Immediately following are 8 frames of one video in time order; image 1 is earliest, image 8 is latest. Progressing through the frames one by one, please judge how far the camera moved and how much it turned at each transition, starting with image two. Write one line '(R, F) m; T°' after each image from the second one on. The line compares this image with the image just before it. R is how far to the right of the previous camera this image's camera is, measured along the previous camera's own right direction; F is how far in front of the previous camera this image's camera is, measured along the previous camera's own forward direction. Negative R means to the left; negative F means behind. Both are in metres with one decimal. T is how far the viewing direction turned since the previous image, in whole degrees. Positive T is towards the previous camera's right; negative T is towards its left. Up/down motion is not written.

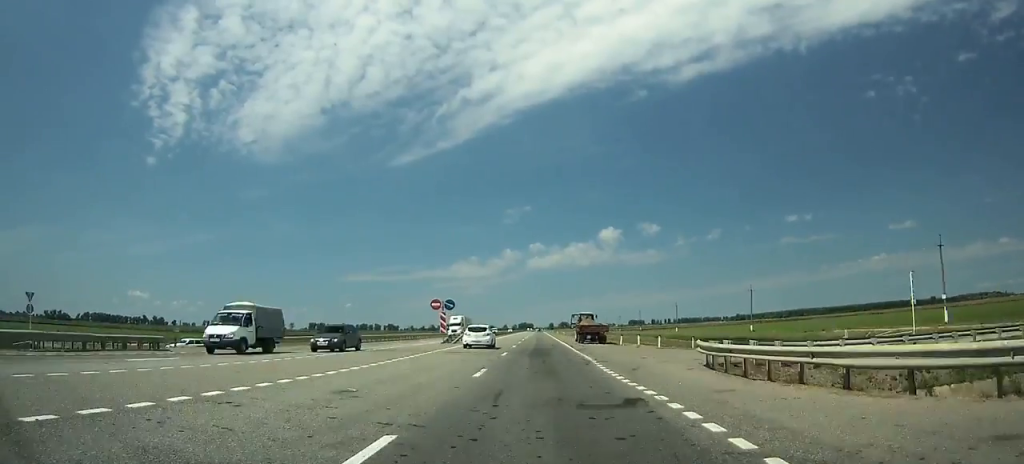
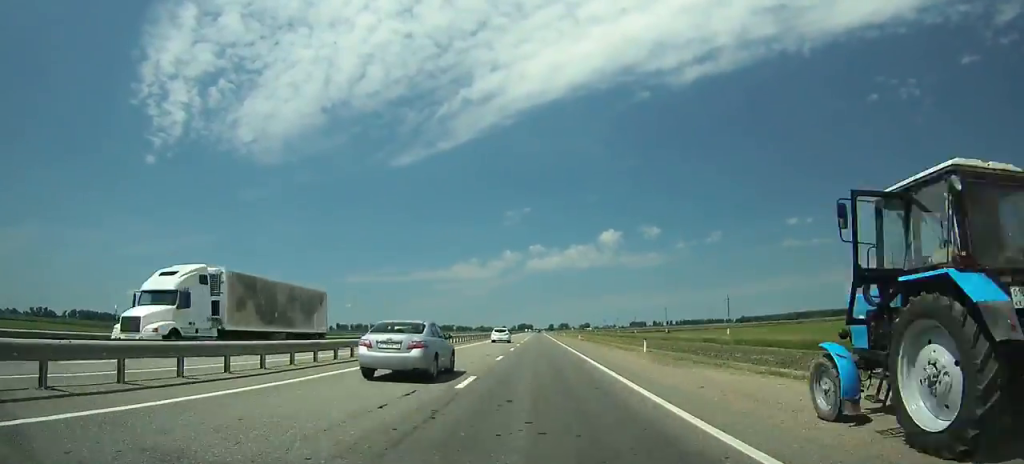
(0.0, +51.6) m; 0°
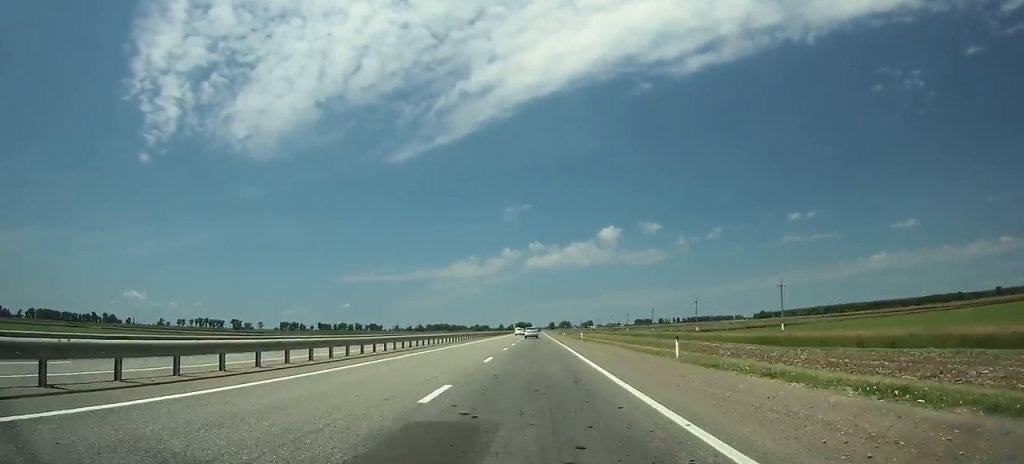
(-0.5, +158.3) m; 0°
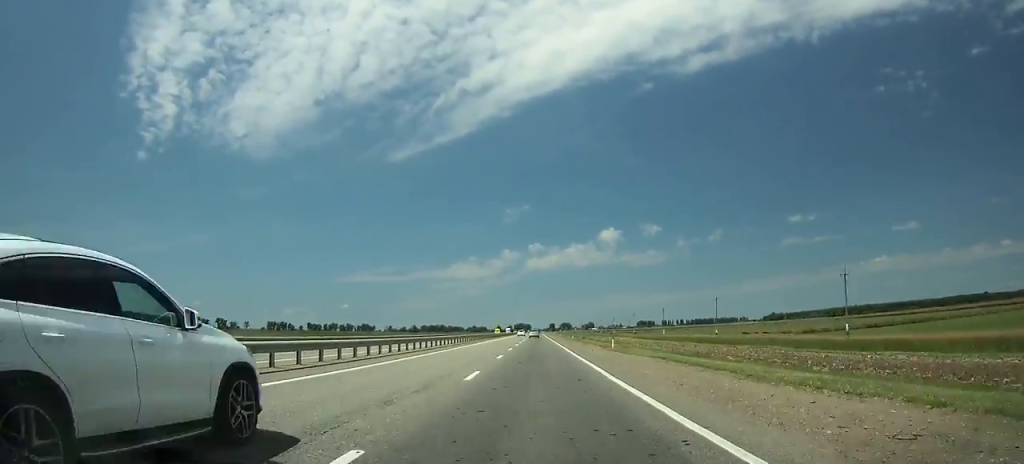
(+0.1, +79.7) m; 0°
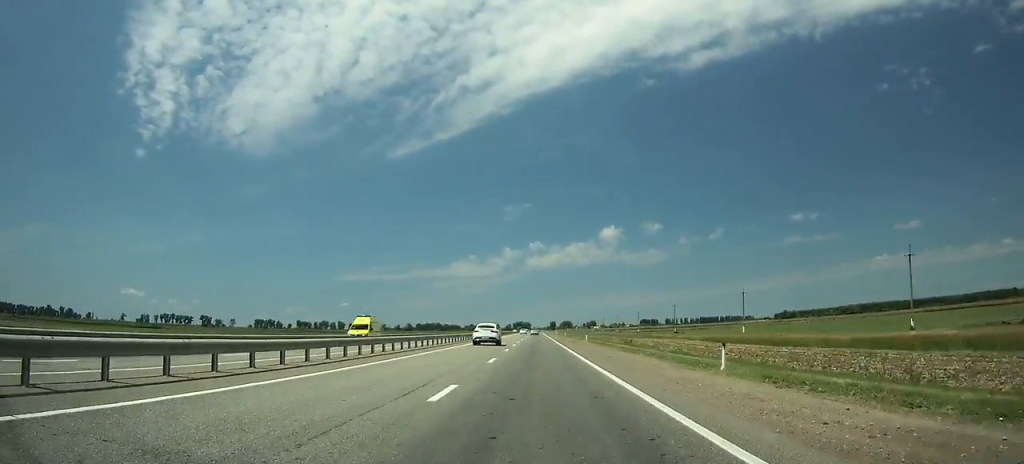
(0.0, +76.7) m; 0°
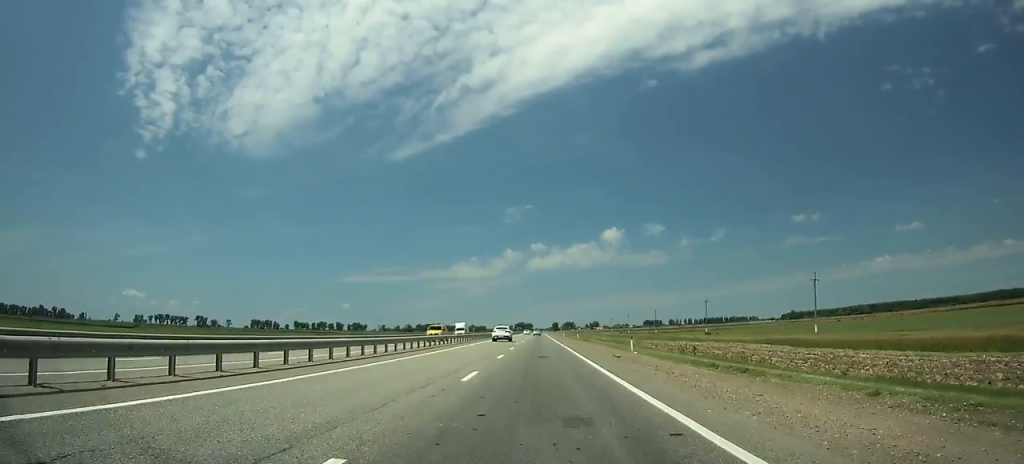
(-0.1, +31.7) m; 0°
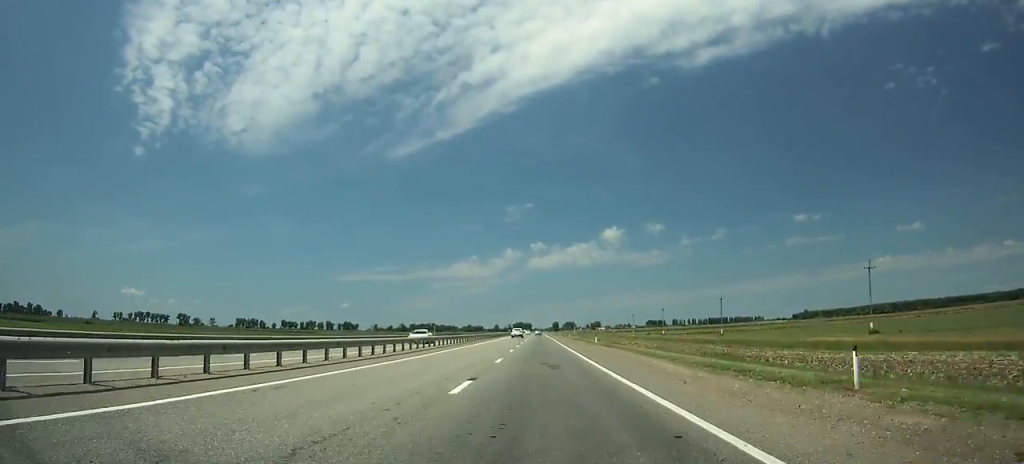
(-0.1, +76.2) m; 0°
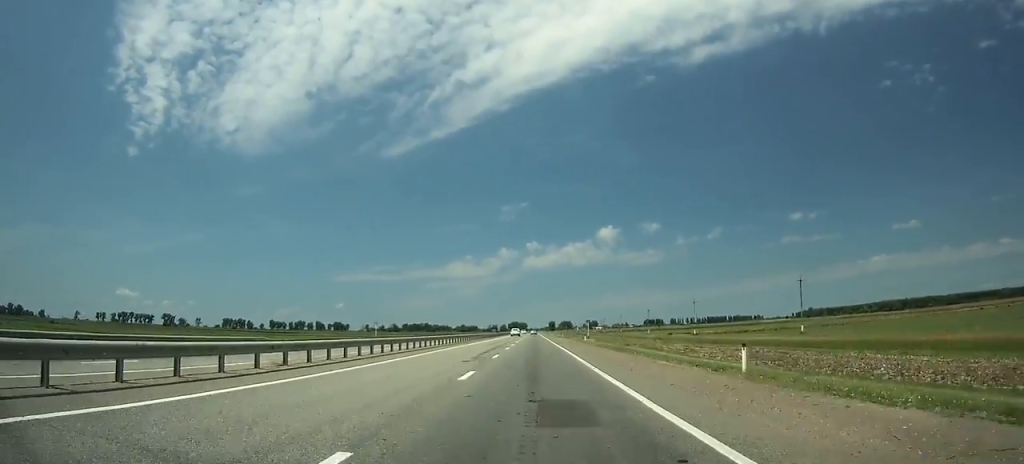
(0.0, +44.6) m; 0°
